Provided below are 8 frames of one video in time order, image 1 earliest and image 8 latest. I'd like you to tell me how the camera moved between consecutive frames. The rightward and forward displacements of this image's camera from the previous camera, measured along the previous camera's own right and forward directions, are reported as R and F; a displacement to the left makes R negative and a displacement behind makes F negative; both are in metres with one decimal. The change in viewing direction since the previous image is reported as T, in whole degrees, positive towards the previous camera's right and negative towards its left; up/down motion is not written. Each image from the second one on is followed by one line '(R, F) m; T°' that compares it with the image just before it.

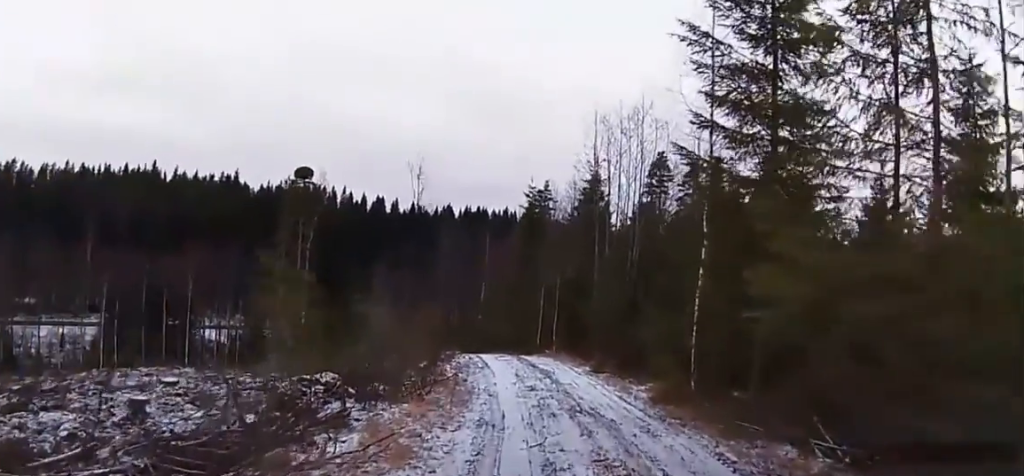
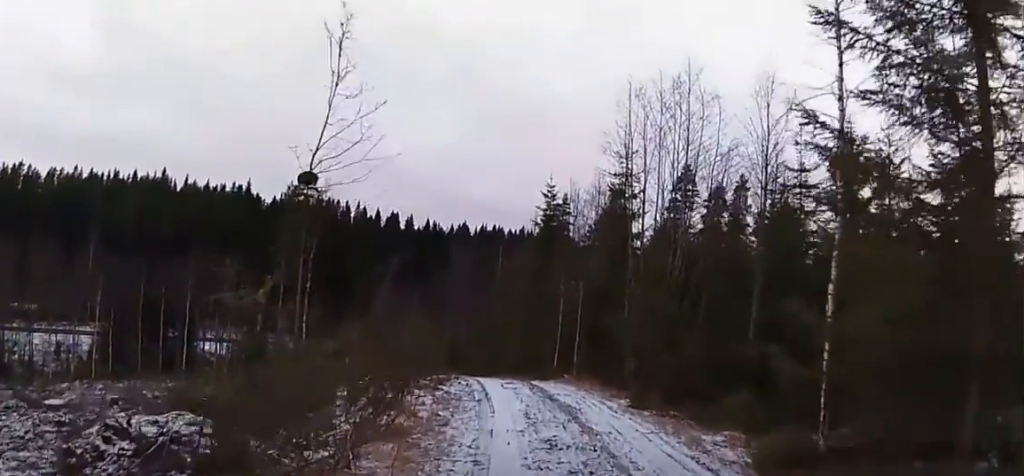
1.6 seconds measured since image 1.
(-0.2, +6.3) m; -2°
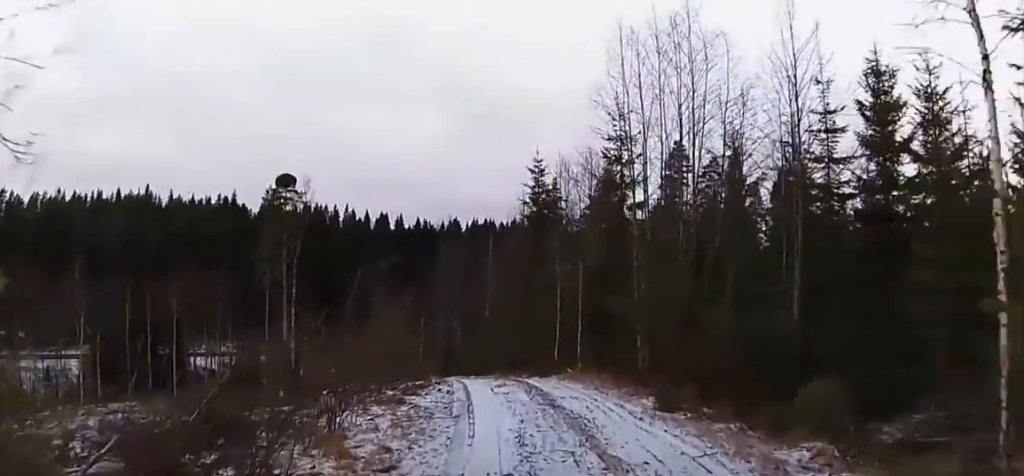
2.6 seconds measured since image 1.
(-0.1, +3.8) m; 0°
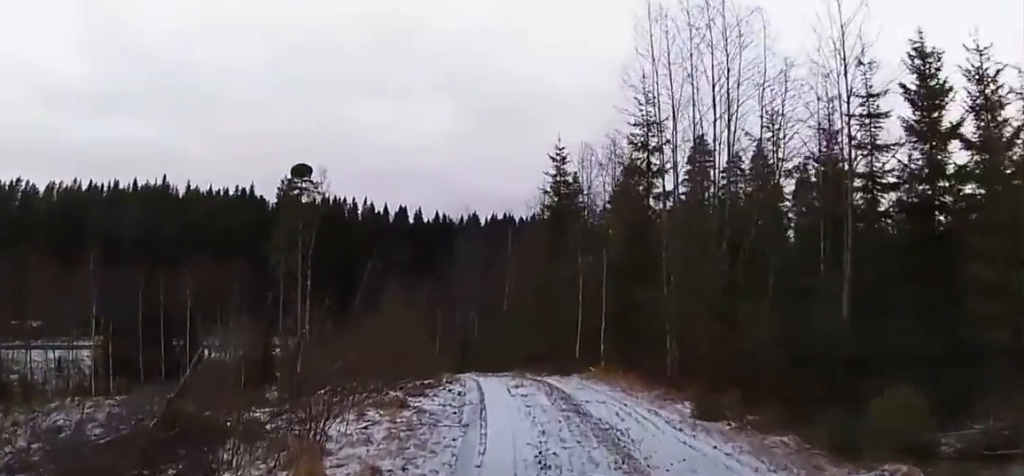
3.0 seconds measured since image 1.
(0.0, +1.5) m; 0°
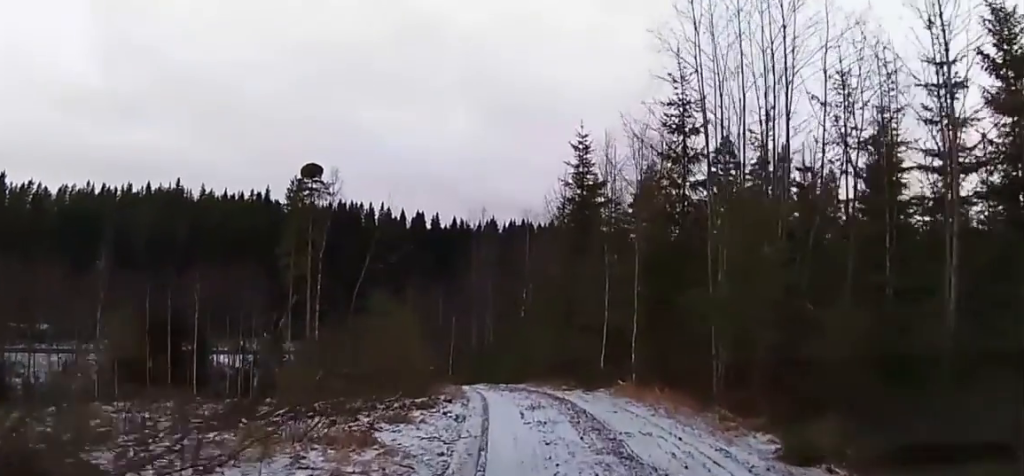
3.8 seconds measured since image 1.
(+0.1, +3.5) m; +2°
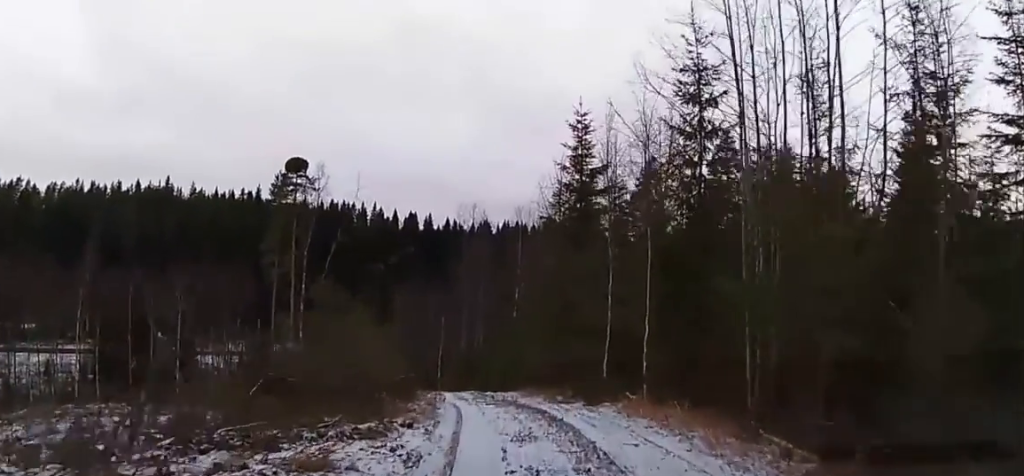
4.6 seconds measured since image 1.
(0.0, +3.4) m; -4°
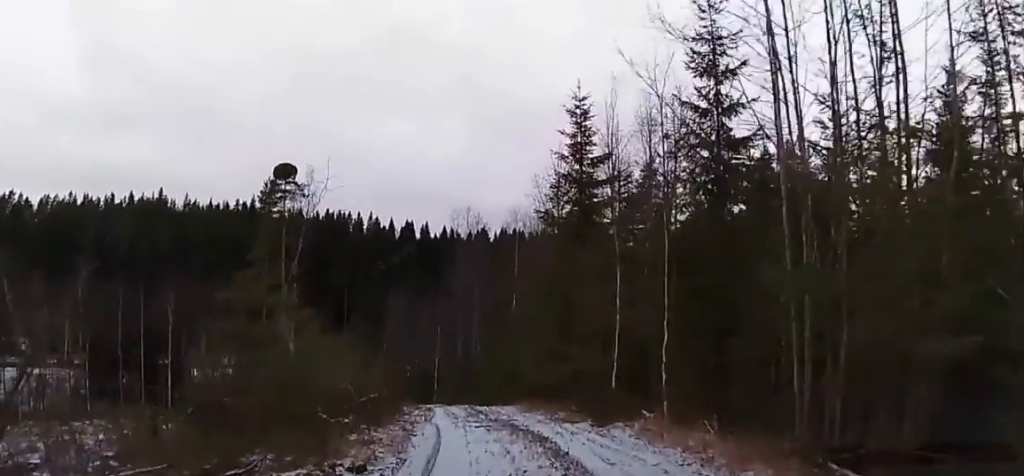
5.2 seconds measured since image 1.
(-0.1, +2.7) m; -1°
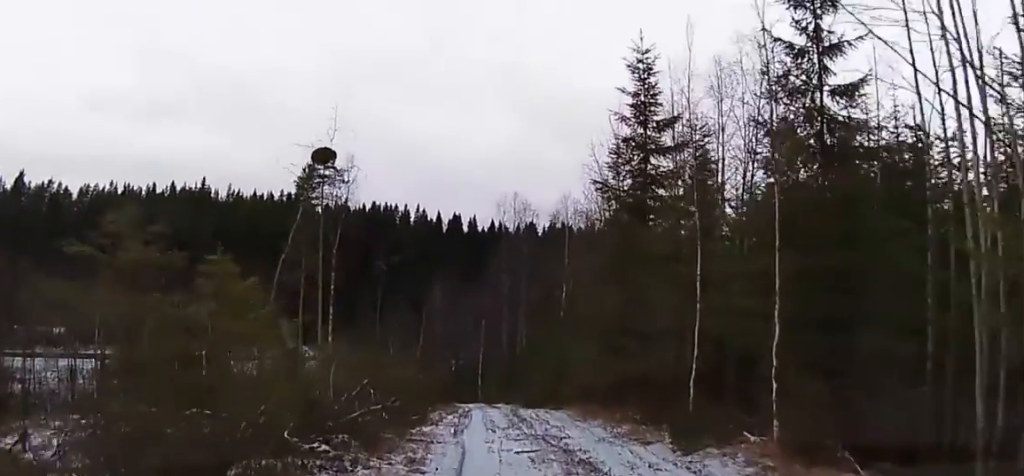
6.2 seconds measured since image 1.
(-0.1, +4.0) m; +1°
